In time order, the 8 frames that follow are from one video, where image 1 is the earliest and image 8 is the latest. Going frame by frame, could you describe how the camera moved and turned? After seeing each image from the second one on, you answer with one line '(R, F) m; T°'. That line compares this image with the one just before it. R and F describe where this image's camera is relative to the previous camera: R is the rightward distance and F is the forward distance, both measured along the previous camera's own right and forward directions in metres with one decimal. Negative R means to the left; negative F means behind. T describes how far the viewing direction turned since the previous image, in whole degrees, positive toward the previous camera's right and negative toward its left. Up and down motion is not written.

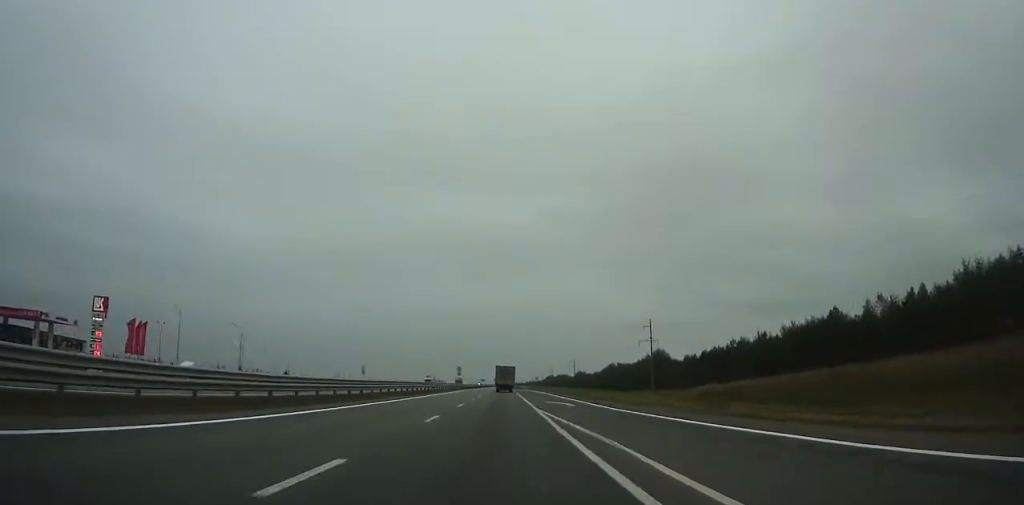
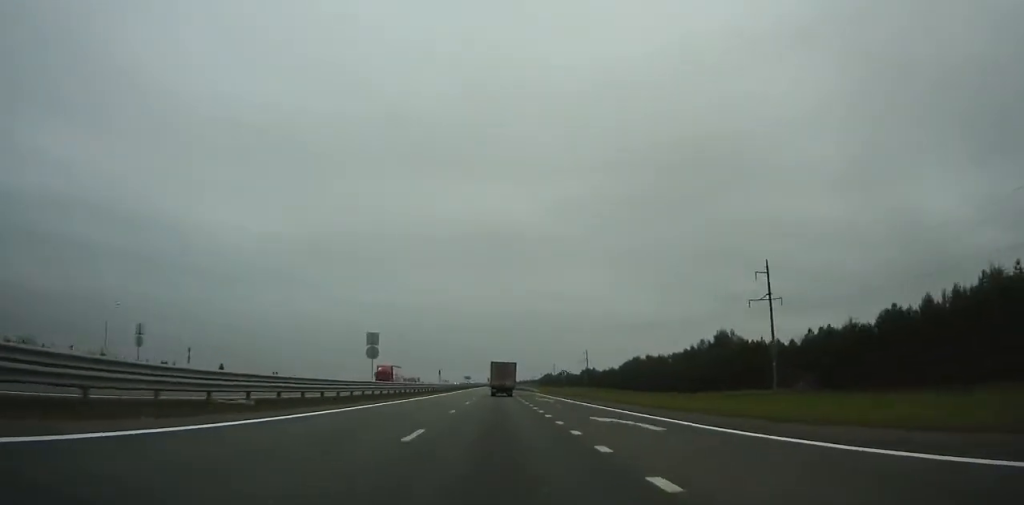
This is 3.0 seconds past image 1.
(+0.1, +76.1) m; 0°
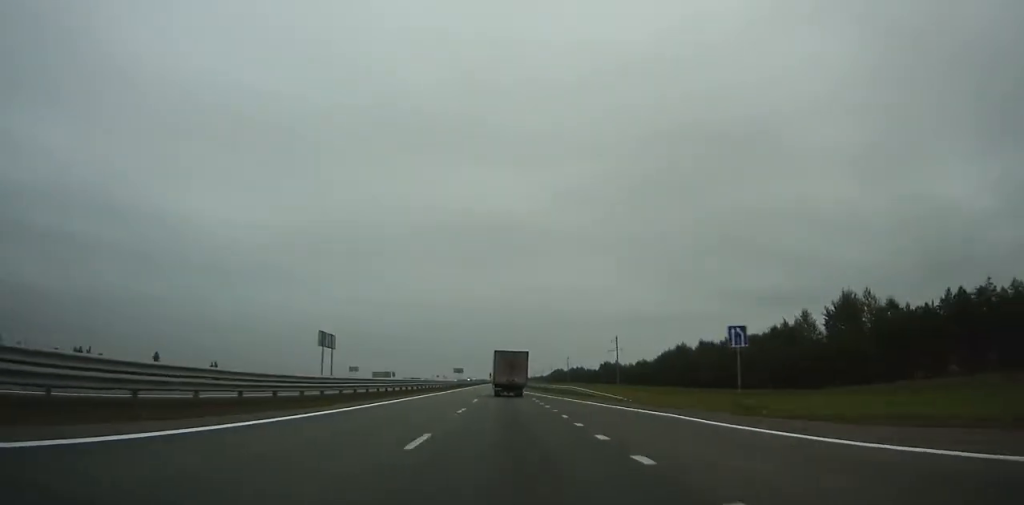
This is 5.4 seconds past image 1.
(-0.1, +62.2) m; 0°
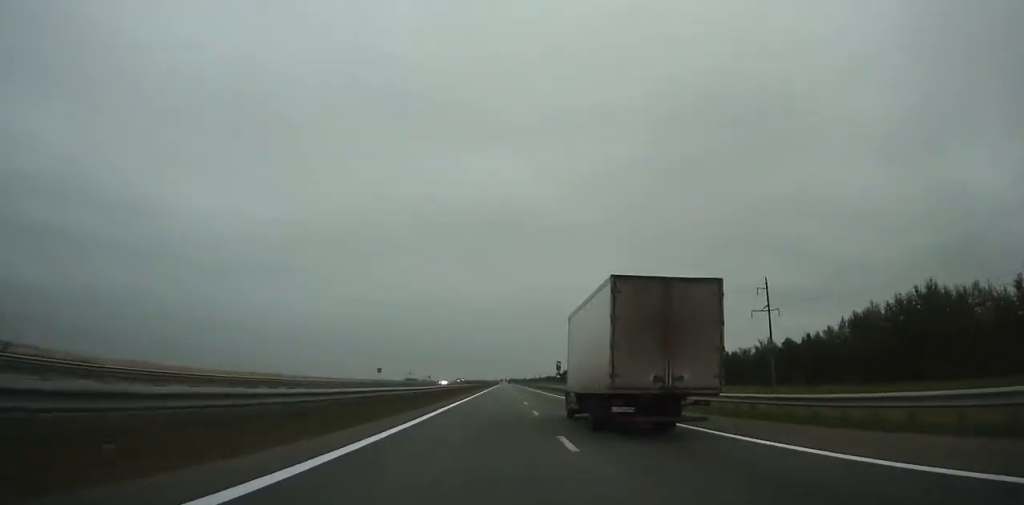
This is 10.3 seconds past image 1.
(+1.0, +130.8) m; +4°
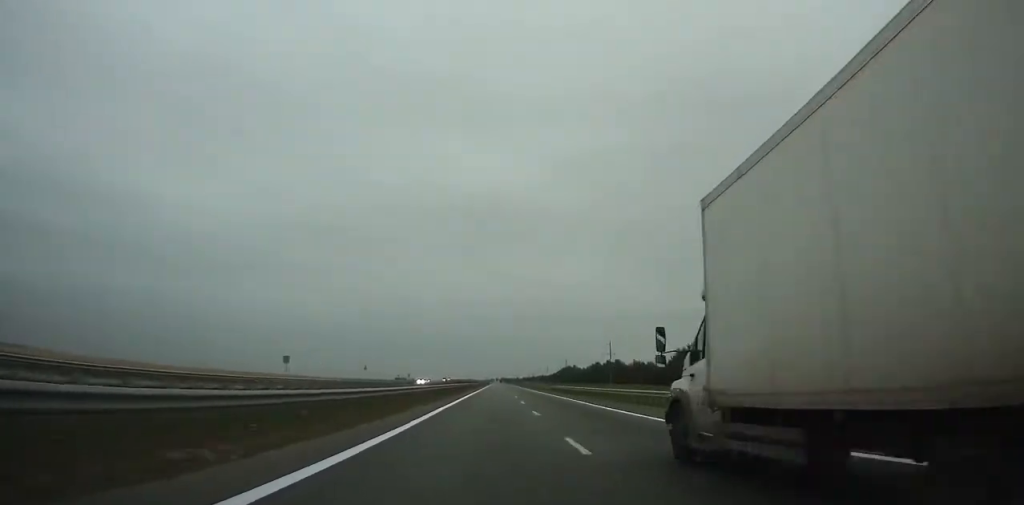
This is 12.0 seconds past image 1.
(+3.3, +47.0) m; -2°
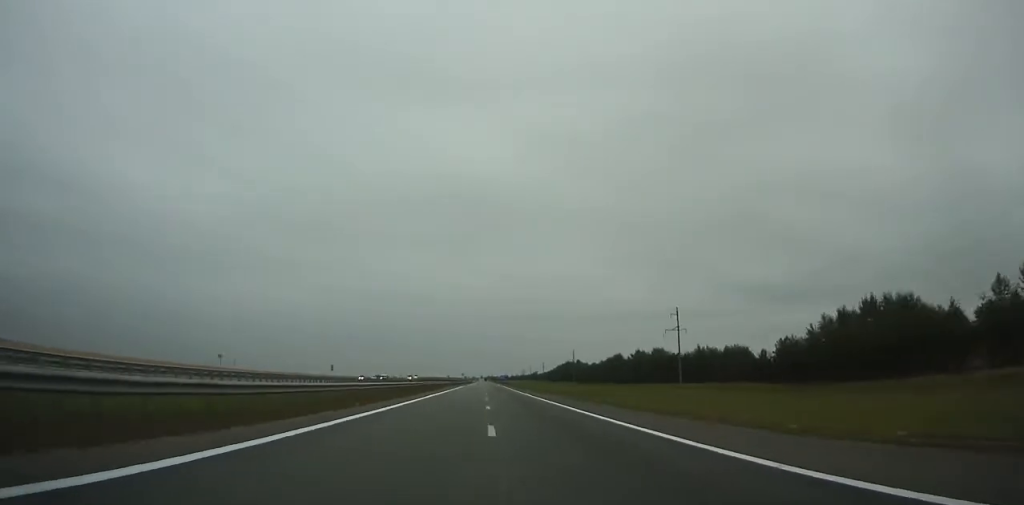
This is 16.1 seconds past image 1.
(-8.1, +115.7) m; -4°
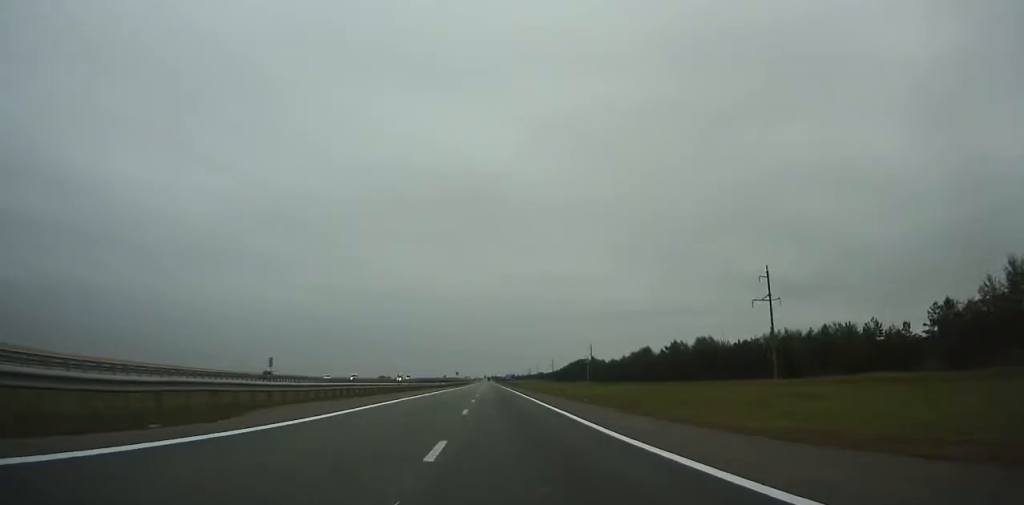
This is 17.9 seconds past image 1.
(+2.9, +52.1) m; +2°
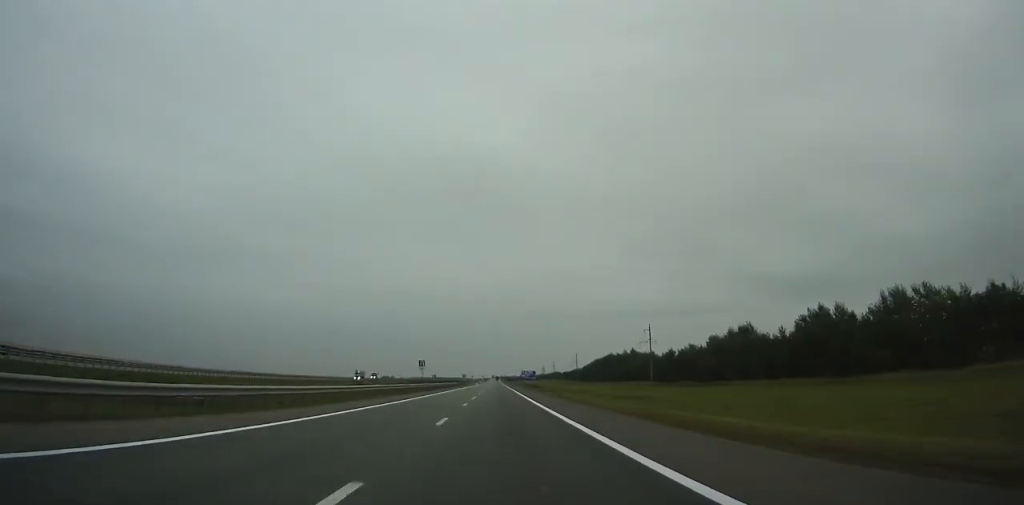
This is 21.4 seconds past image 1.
(+1.6, +101.8) m; +1°
